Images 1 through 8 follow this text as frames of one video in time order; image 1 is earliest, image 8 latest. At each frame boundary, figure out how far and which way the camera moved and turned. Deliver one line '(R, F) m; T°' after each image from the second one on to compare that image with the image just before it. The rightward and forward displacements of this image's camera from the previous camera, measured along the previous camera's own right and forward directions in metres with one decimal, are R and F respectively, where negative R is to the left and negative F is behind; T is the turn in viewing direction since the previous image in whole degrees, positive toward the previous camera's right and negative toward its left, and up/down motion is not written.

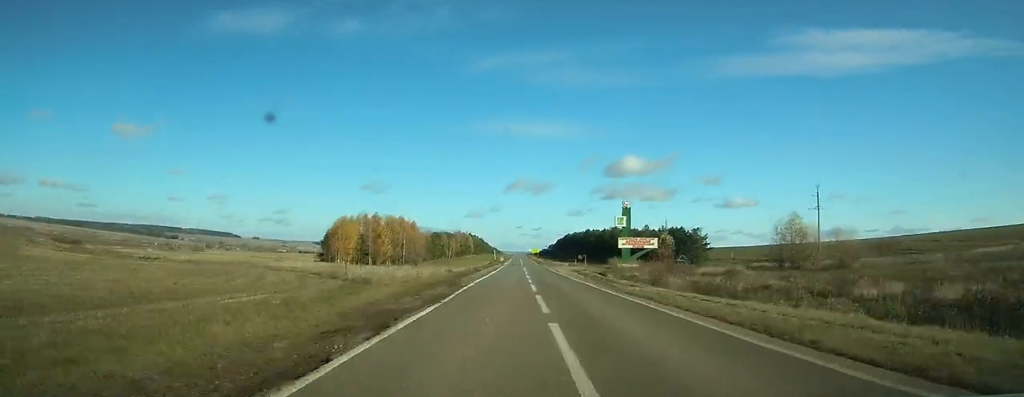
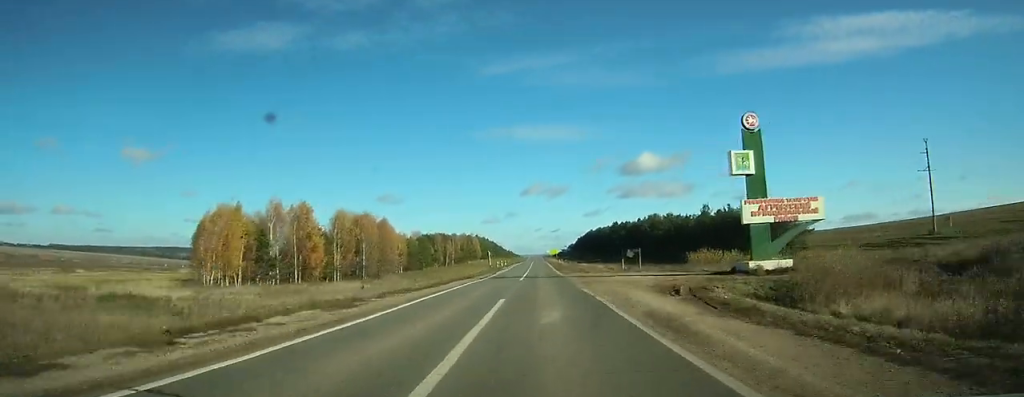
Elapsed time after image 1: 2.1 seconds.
(+0.2, +48.7) m; 0°
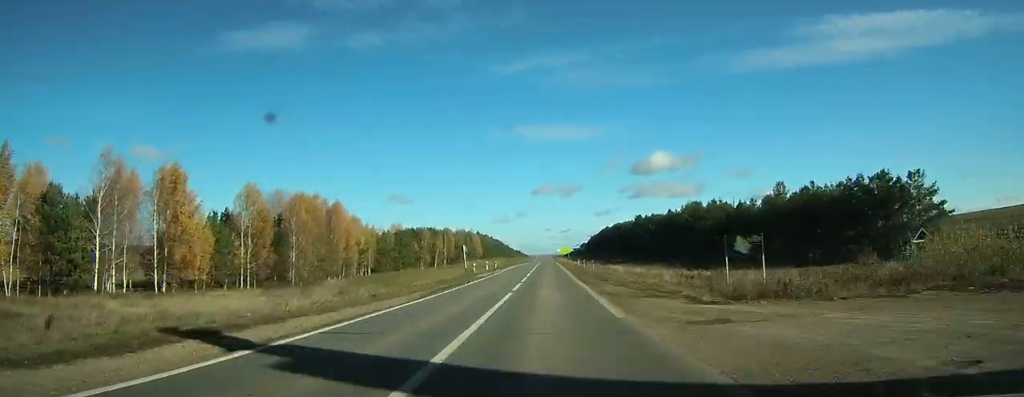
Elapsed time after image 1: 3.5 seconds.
(-0.2, +33.7) m; -1°
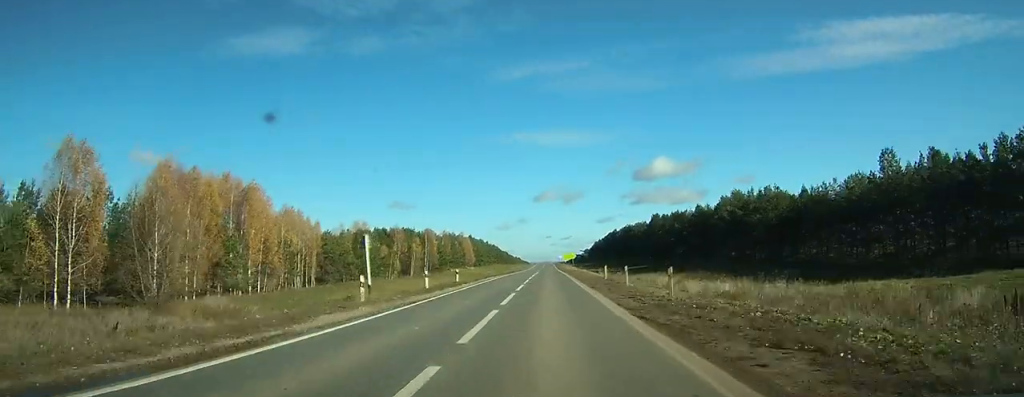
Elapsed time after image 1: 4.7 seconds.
(-0.1, +27.1) m; -1°
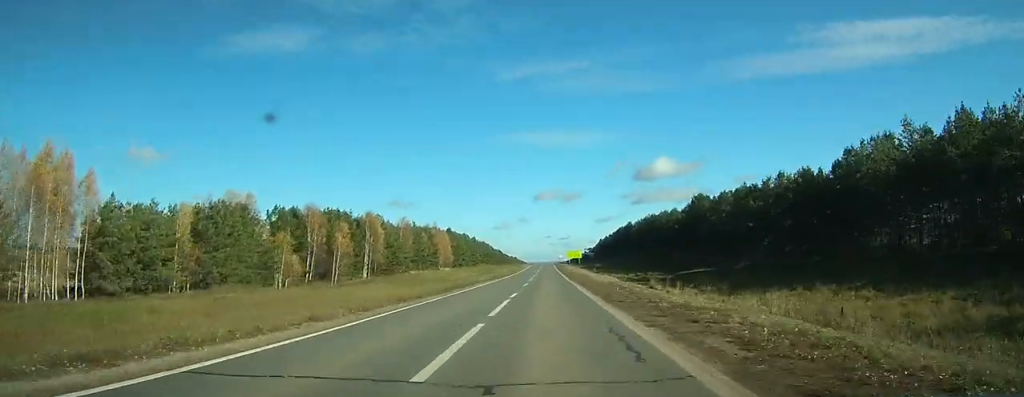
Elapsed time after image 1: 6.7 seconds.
(-0.3, +42.4) m; 0°
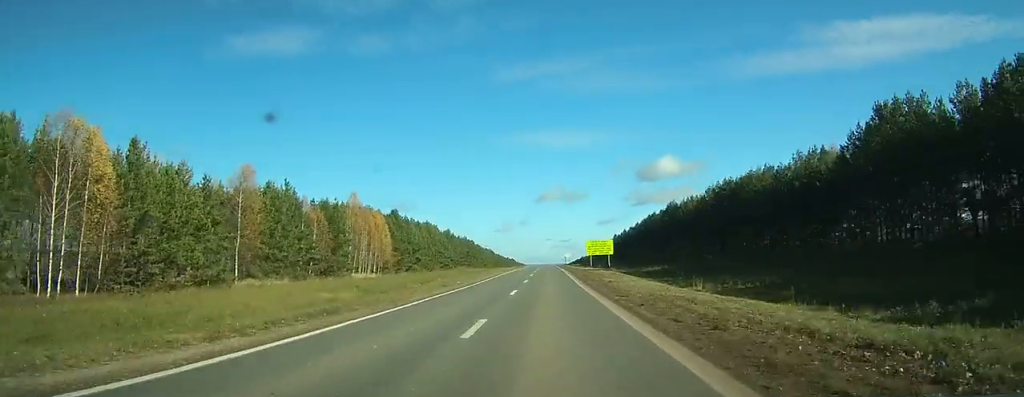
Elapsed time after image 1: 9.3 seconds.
(-0.1, +64.6) m; 0°
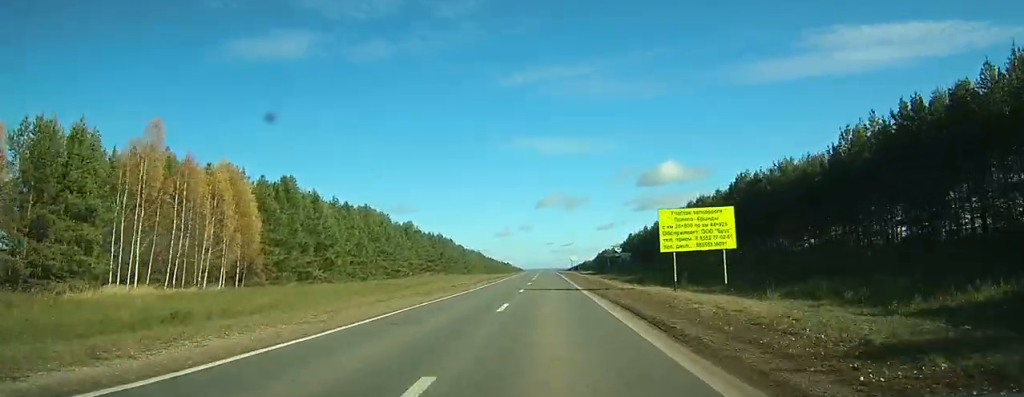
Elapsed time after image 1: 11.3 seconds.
(0.0, +50.7) m; 0°
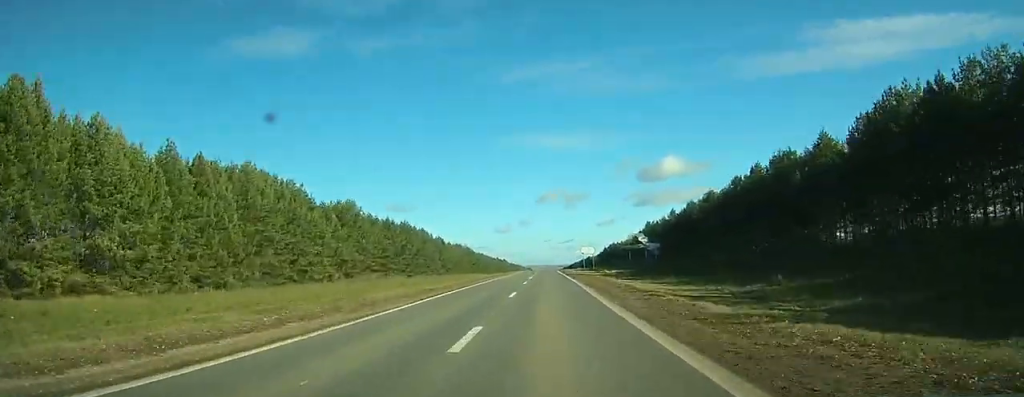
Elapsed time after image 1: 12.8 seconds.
(+0.2, +41.9) m; 0°
